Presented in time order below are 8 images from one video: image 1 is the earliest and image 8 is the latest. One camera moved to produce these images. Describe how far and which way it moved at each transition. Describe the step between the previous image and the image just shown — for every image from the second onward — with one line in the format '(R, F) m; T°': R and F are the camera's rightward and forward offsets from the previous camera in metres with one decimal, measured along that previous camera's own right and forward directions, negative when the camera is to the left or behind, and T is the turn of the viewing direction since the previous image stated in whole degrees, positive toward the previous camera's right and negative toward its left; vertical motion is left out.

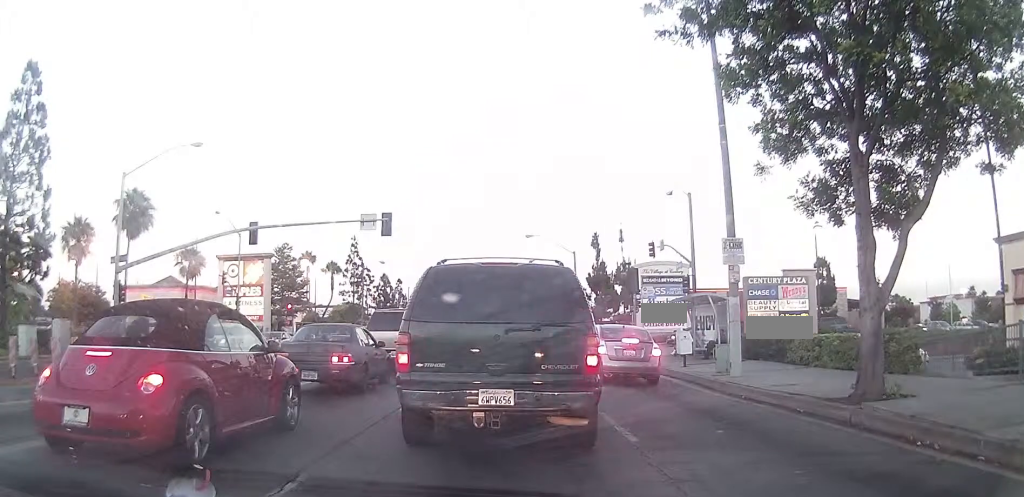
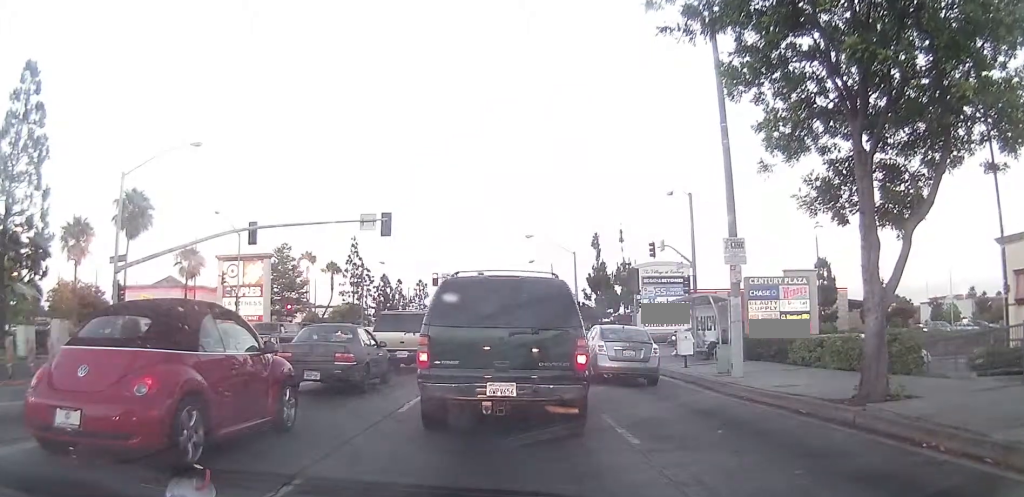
(0.0, 0.0) m; 0°
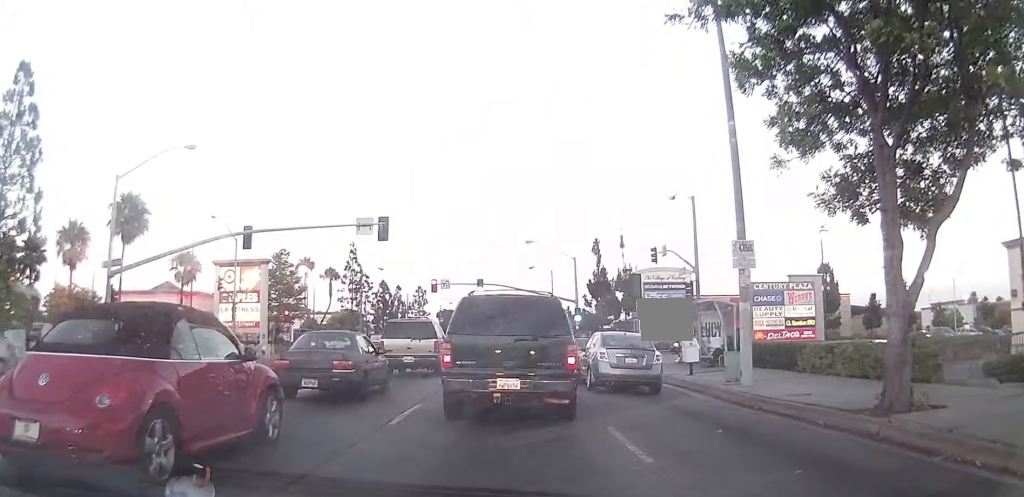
(0.0, 0.0) m; 0°
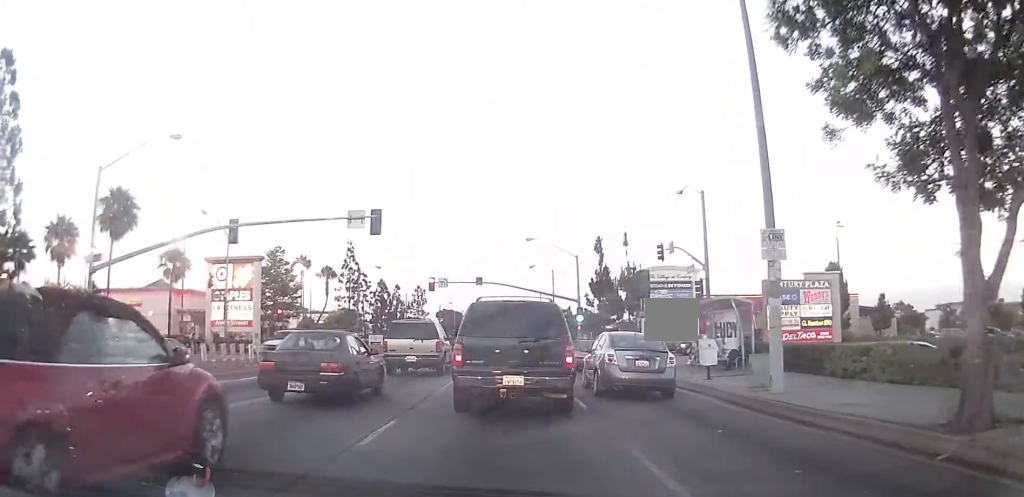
(0.0, +0.1) m; 0°
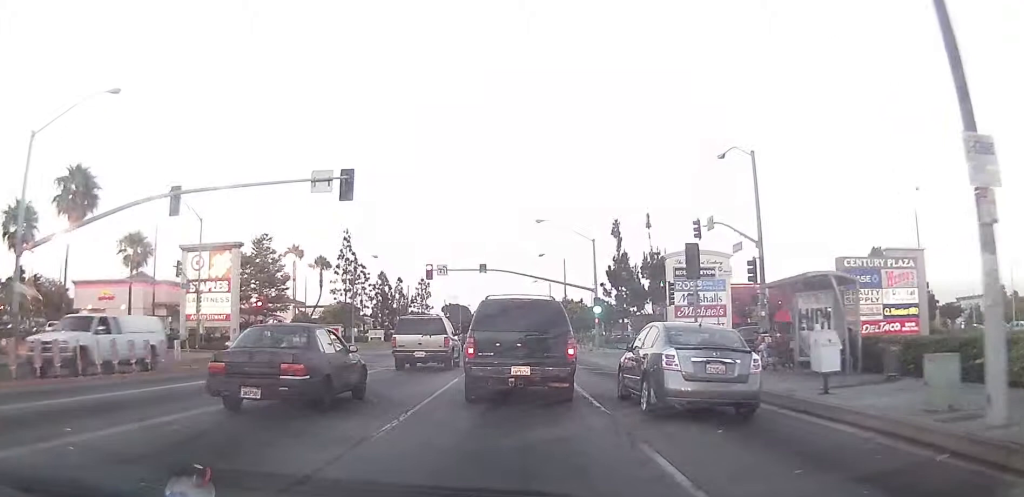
(+0.1, +3.5) m; -1°
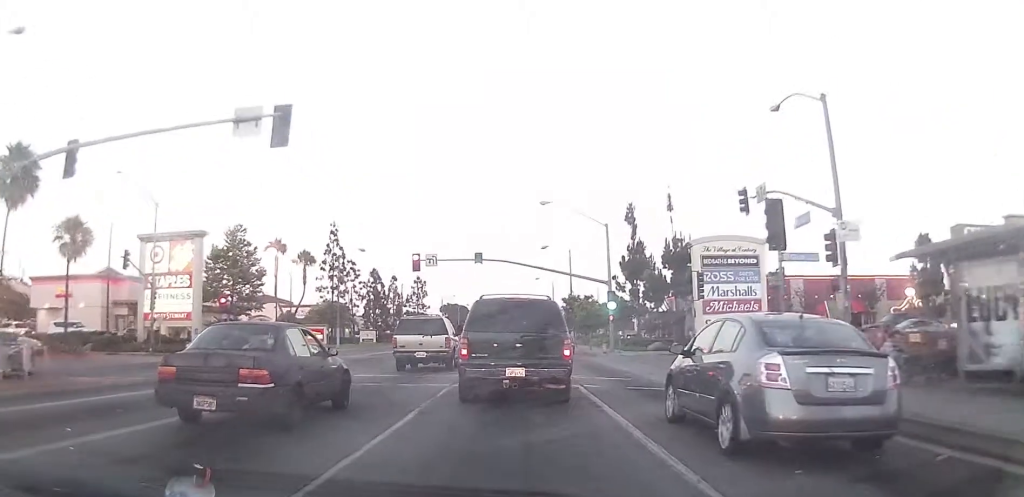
(-0.1, +6.3) m; -1°
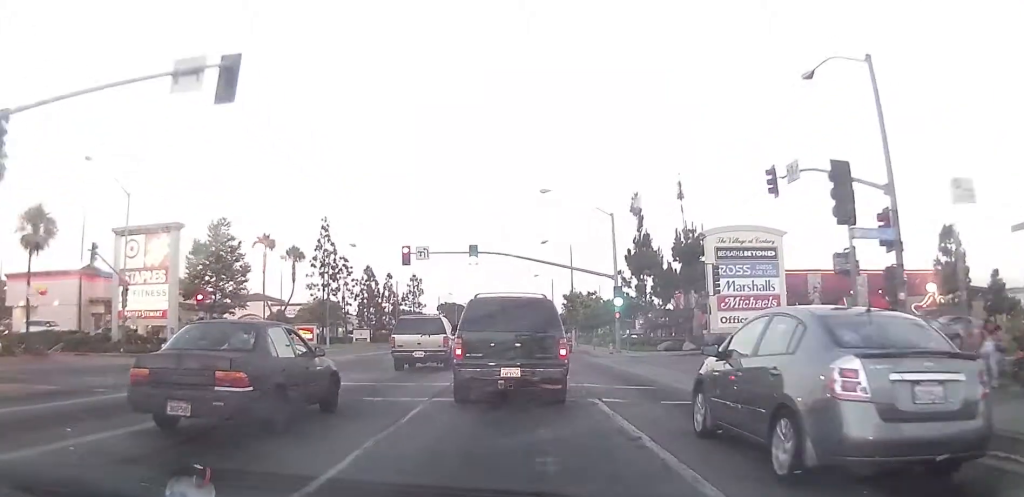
(0.0, +3.2) m; 0°
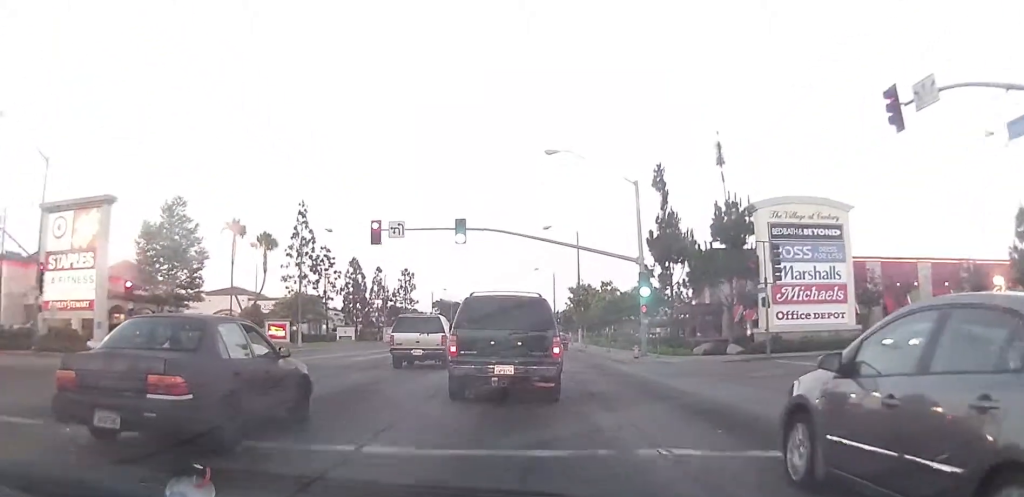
(0.0, +8.8) m; -3°
